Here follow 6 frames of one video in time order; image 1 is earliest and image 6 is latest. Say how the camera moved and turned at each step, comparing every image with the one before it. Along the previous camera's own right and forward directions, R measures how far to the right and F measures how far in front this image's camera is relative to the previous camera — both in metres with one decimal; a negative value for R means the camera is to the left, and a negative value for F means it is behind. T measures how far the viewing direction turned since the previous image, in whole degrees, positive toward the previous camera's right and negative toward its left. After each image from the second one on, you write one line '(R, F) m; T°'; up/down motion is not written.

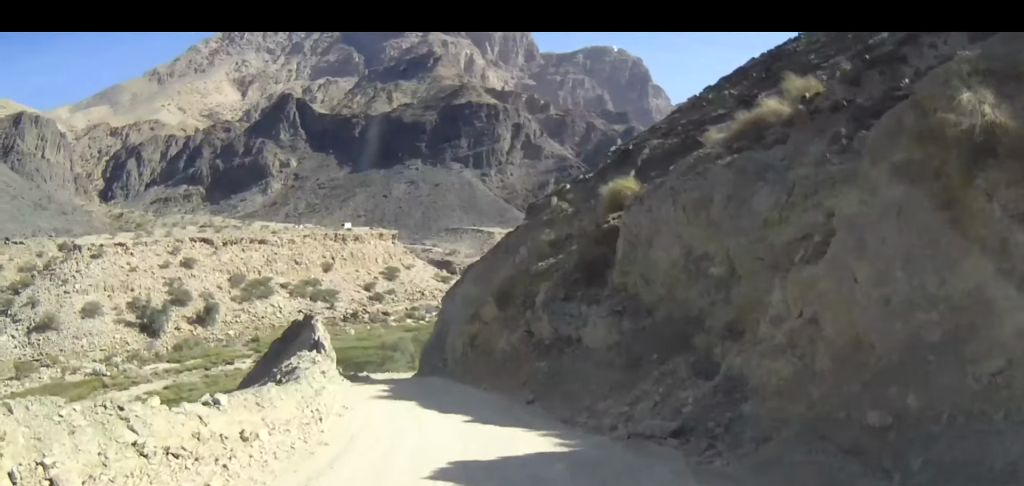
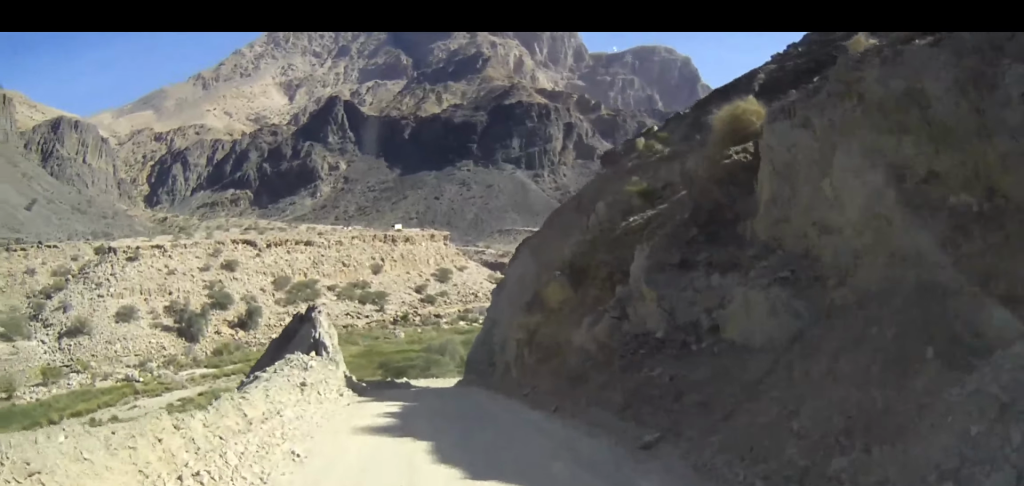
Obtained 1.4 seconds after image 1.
(-0.2, +8.7) m; -4°
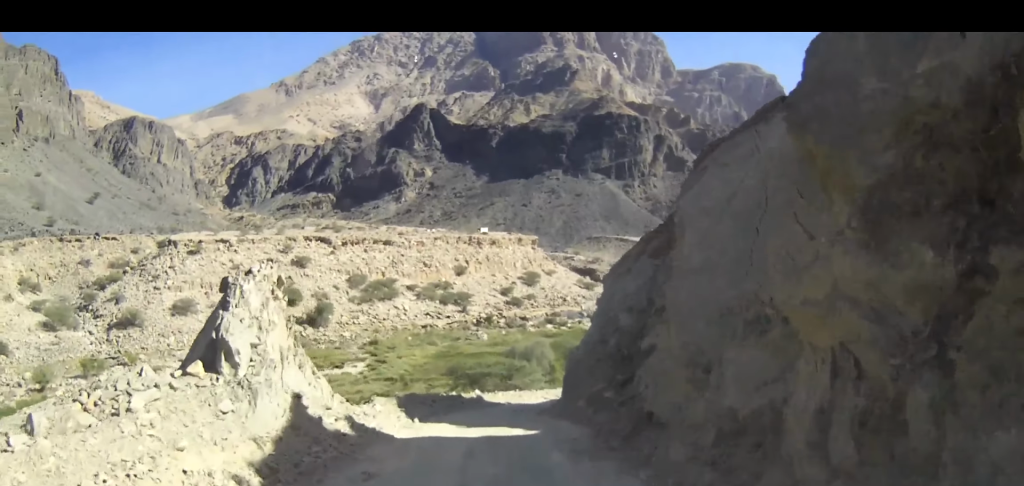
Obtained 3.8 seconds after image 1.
(-1.1, +15.0) m; -7°
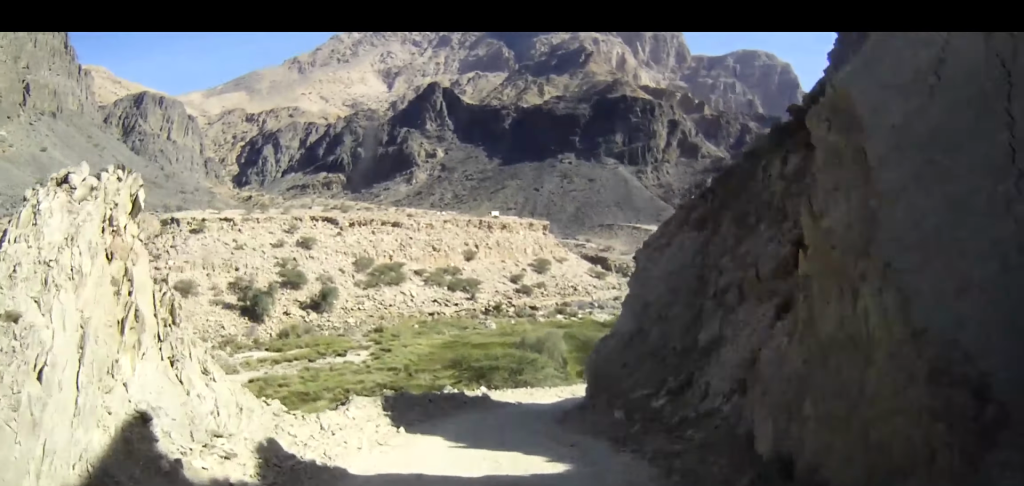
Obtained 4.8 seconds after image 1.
(-0.1, +6.5) m; -1°
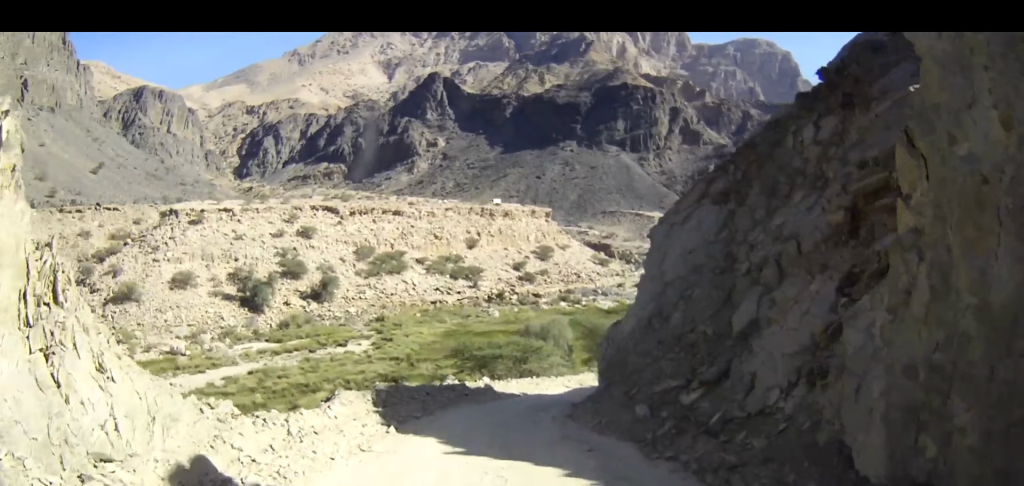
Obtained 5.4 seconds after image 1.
(0.0, +2.8) m; 0°
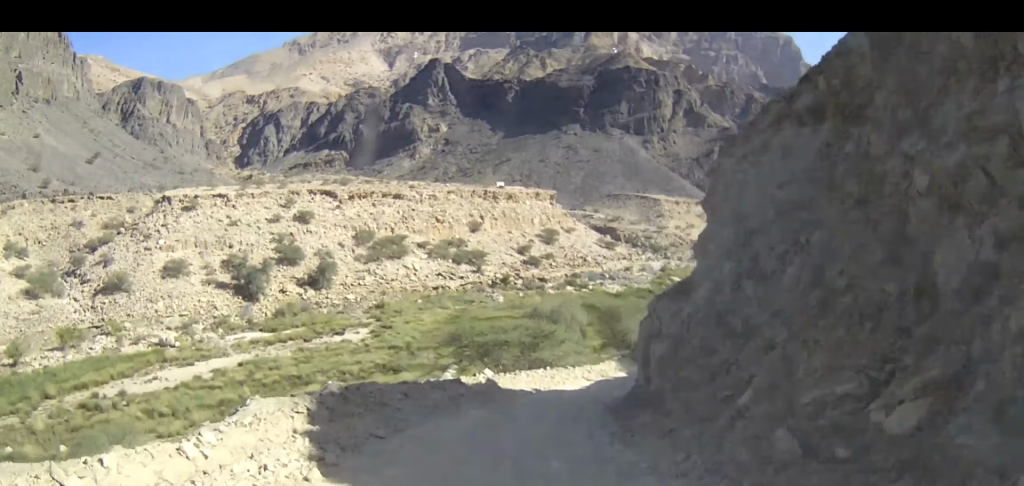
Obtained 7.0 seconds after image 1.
(-0.1, +7.8) m; -1°
